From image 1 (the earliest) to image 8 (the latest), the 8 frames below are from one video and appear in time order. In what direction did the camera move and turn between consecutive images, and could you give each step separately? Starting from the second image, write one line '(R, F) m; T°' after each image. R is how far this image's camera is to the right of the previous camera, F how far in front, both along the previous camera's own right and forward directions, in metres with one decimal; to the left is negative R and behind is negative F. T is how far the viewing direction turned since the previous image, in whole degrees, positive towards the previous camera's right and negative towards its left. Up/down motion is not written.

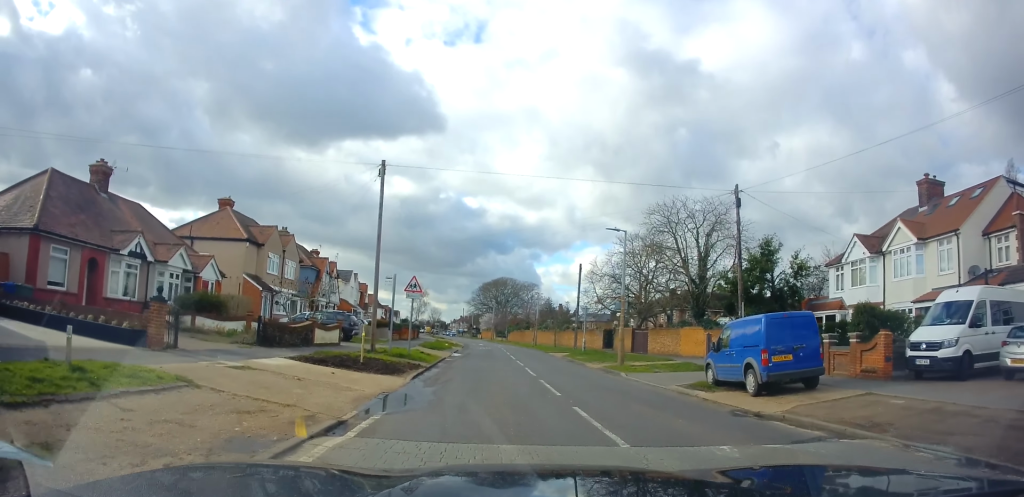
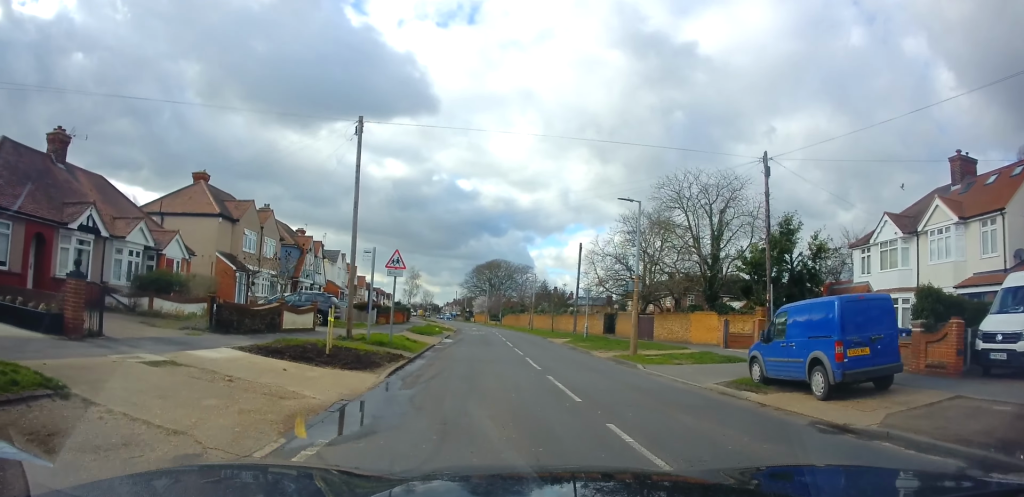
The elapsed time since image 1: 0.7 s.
(+0.1, +3.1) m; +2°
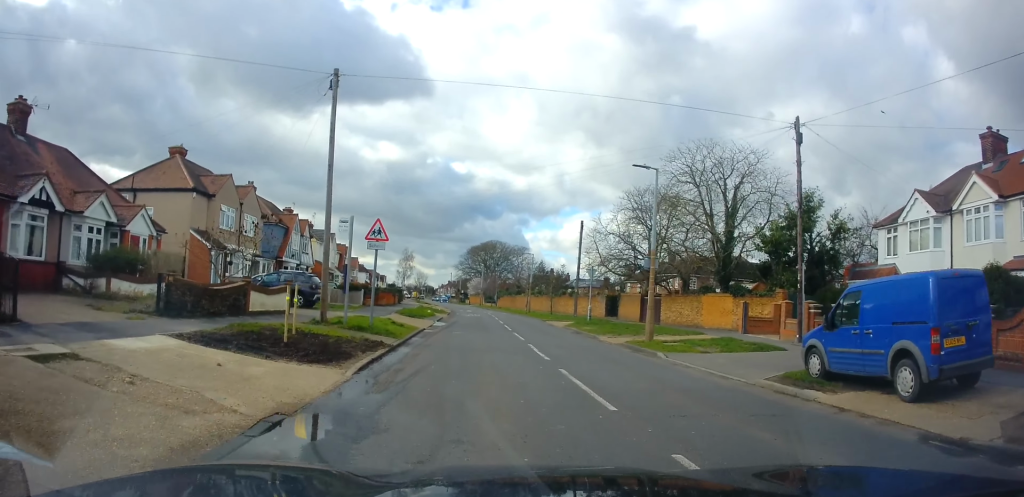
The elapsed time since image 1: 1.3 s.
(0.0, +2.6) m; 0°
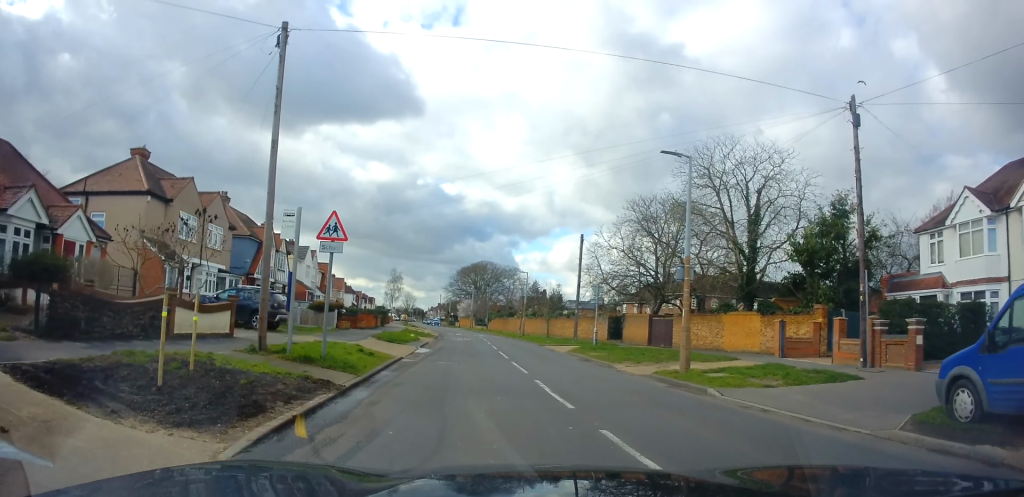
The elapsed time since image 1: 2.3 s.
(0.0, +4.0) m; 0°
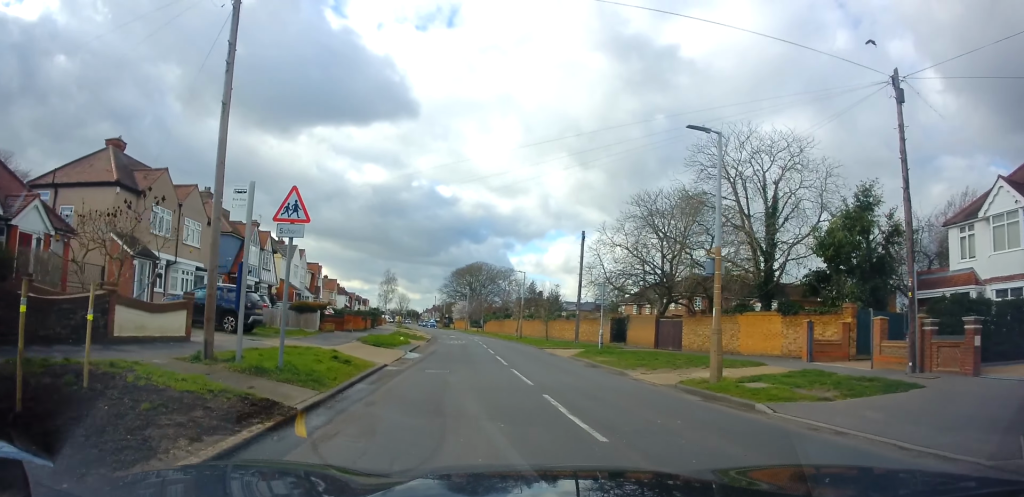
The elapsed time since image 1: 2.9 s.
(0.0, +2.3) m; 0°
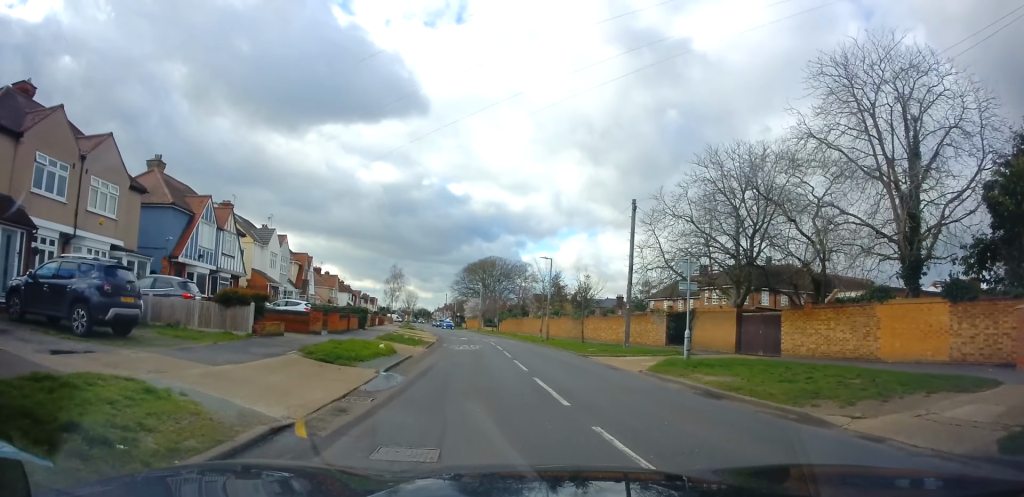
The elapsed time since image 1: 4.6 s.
(0.0, +8.8) m; 0°
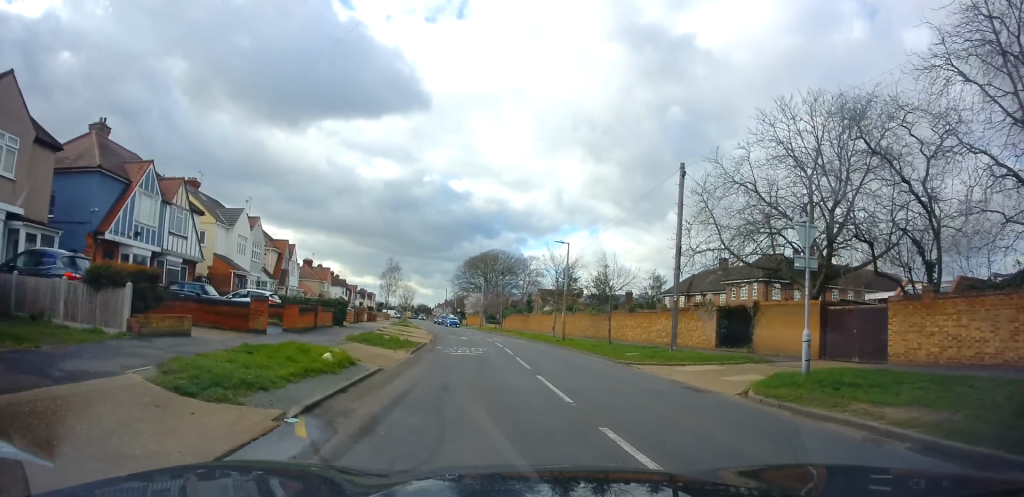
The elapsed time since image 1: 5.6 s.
(0.0, +6.3) m; 0°
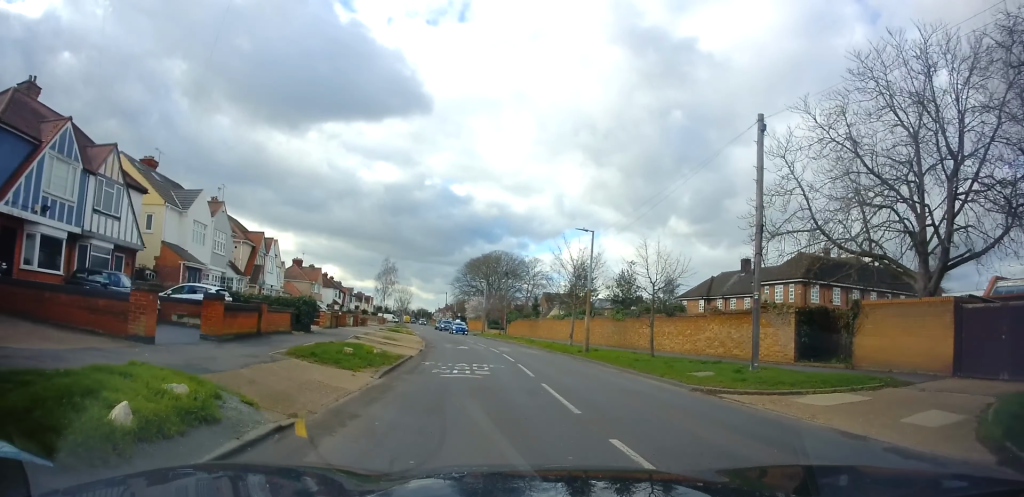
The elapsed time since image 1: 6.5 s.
(0.0, +6.3) m; 0°
